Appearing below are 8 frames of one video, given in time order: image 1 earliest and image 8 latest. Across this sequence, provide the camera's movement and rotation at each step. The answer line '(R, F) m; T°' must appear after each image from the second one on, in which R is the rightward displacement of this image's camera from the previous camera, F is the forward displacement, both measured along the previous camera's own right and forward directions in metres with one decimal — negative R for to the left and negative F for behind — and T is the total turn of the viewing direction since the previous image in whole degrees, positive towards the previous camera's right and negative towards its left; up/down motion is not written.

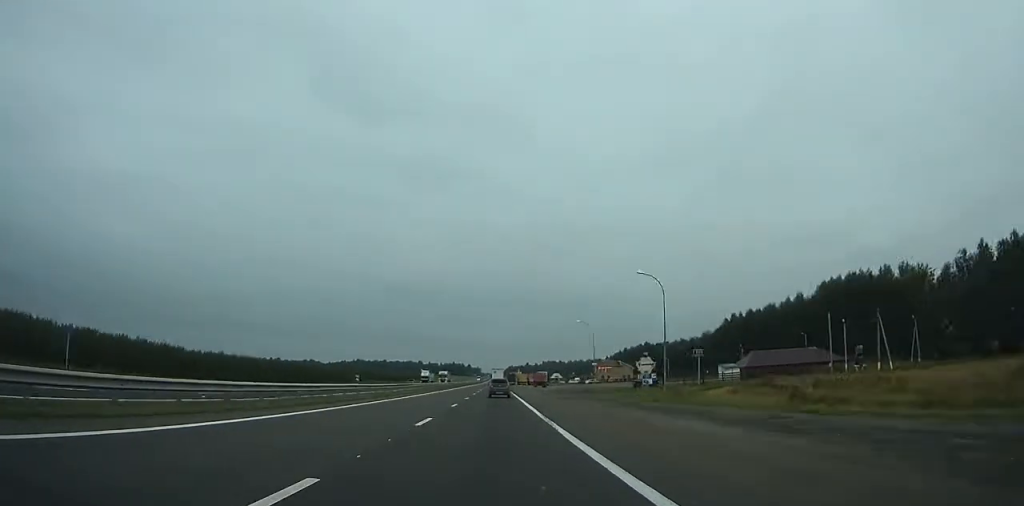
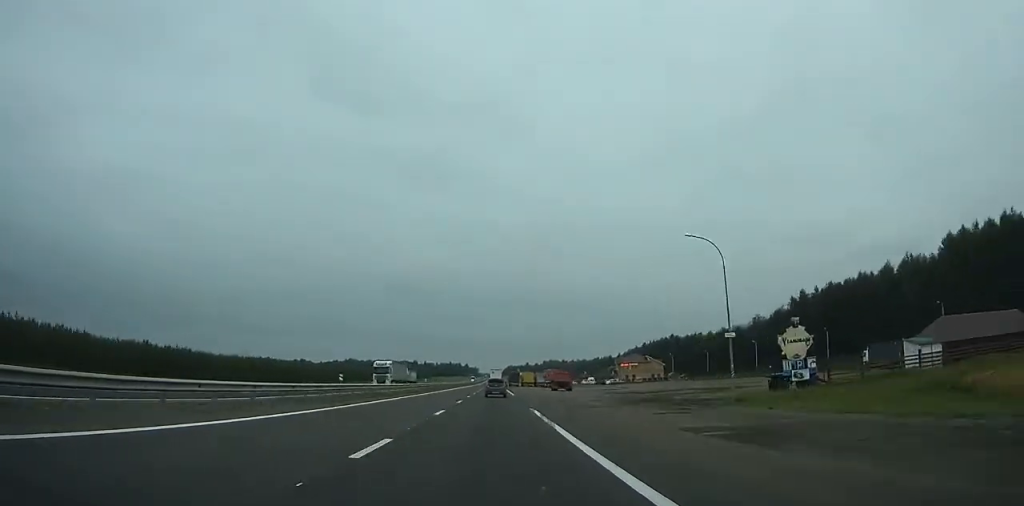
(+0.1, +42.1) m; 0°
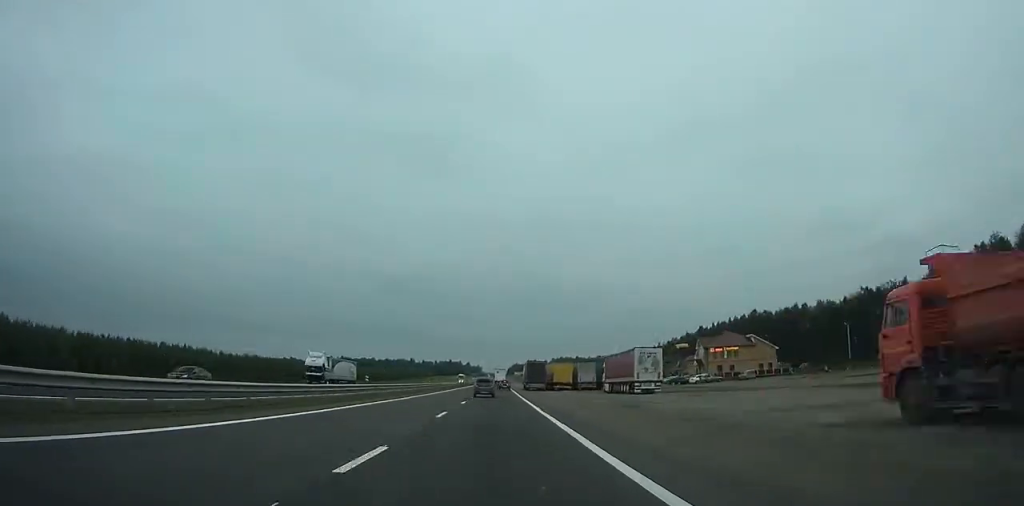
(0.0, +72.1) m; 0°
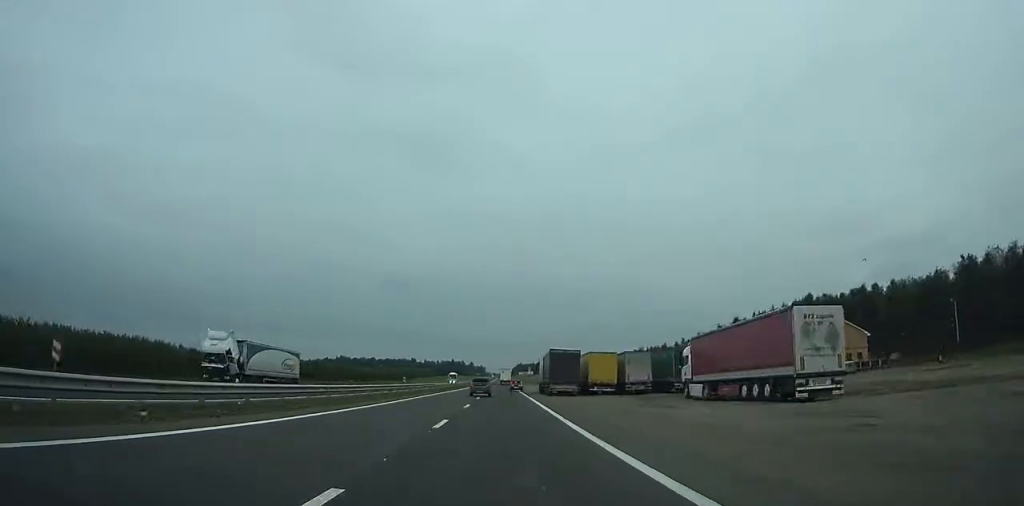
(-0.1, +28.1) m; 0°
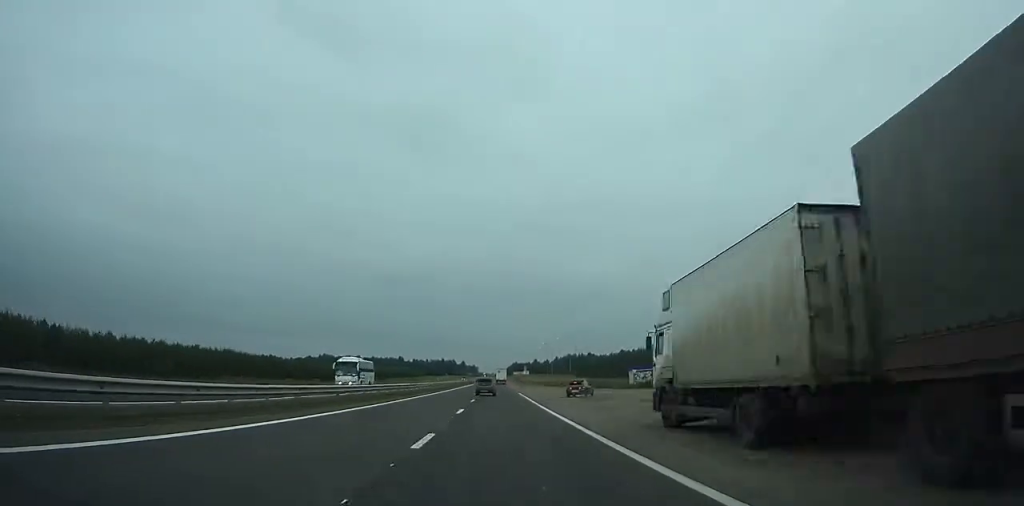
(0.0, +52.5) m; 0°
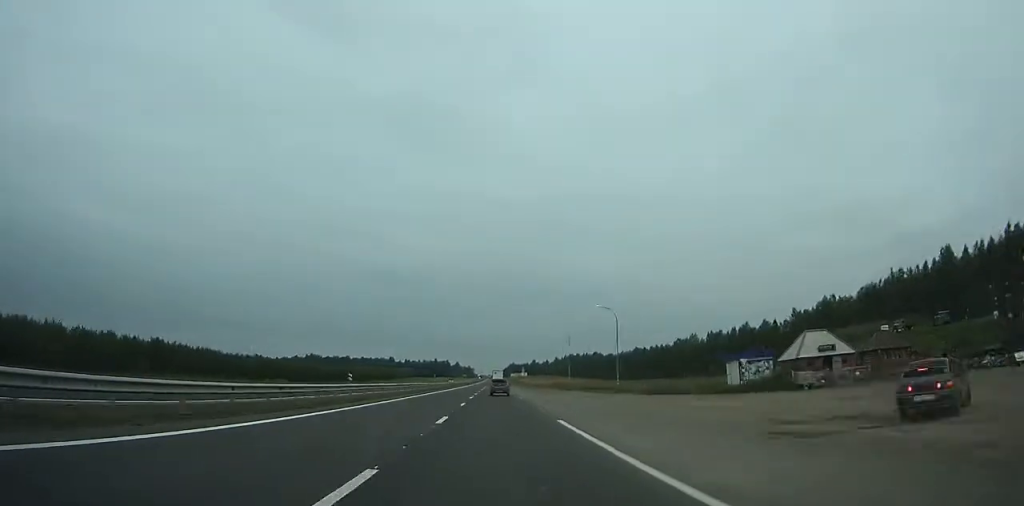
(+0.2, +40.9) m; 0°
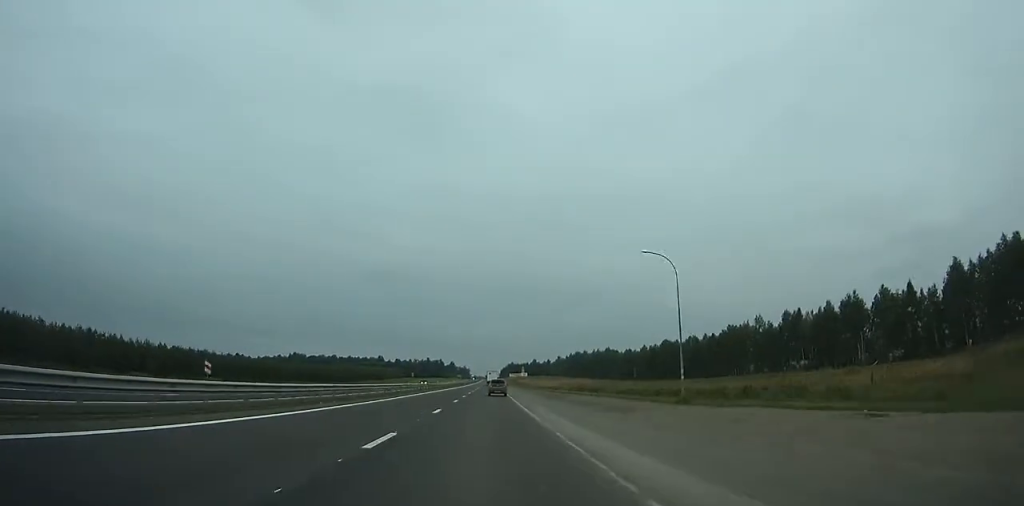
(+0.2, +53.7) m; 0°
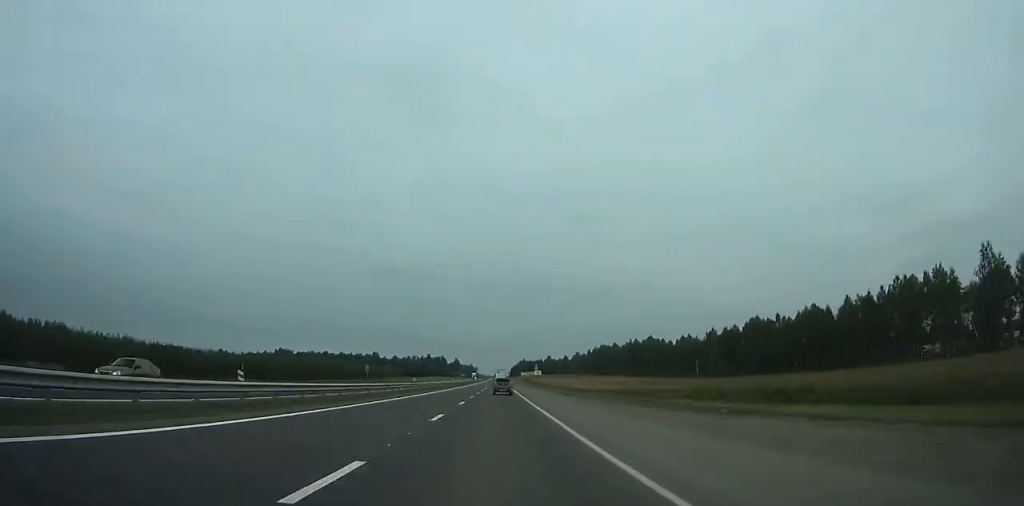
(0.0, +75.8) m; 0°
